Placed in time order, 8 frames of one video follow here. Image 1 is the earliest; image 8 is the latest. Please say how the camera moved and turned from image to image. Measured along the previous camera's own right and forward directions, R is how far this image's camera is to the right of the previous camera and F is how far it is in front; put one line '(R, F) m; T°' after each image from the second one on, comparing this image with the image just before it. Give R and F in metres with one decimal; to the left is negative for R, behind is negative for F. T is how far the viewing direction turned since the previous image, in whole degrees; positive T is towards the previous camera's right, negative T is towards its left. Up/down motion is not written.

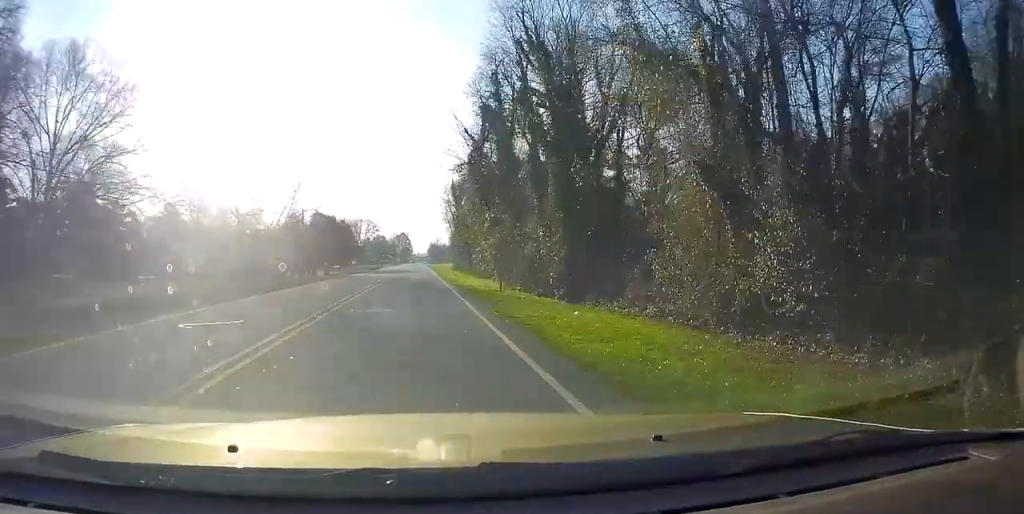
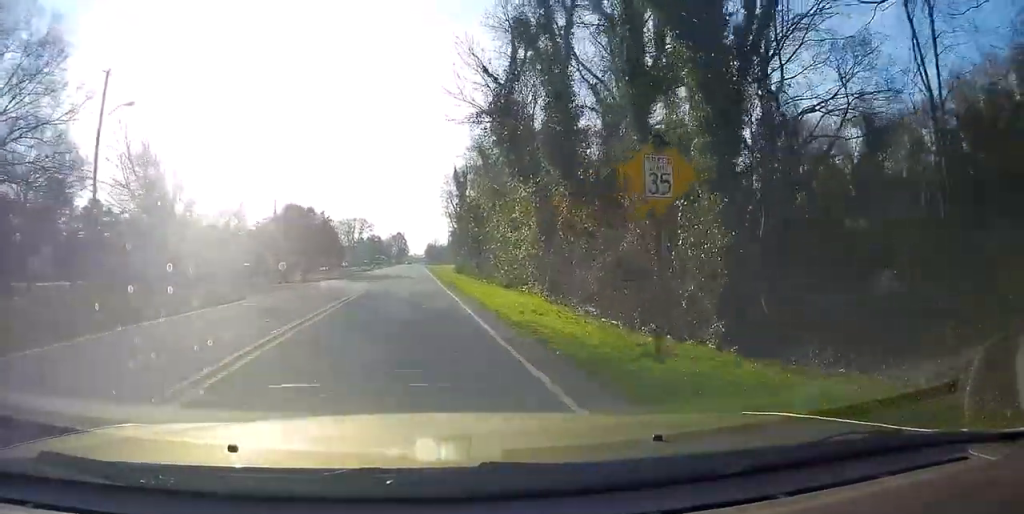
(-0.2, +16.4) m; 0°
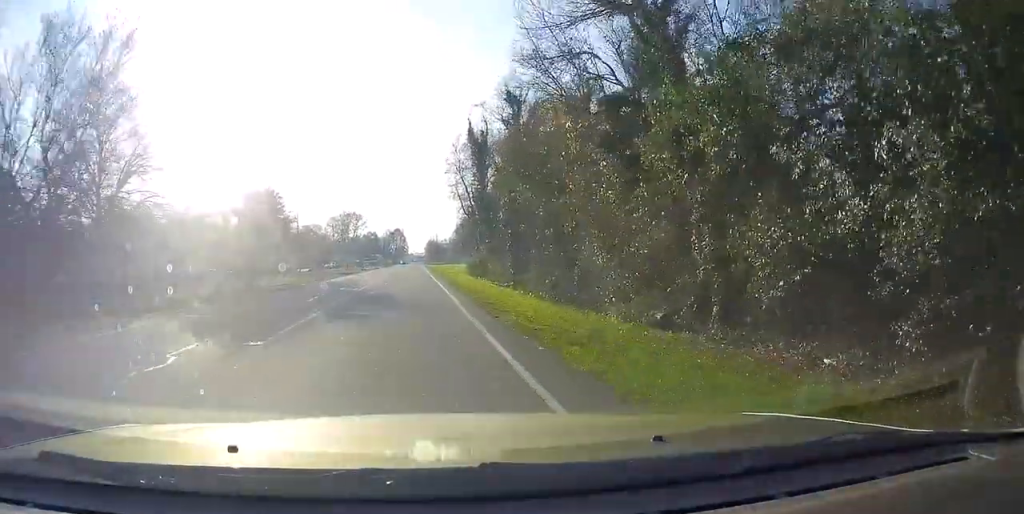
(+0.5, +26.4) m; +1°
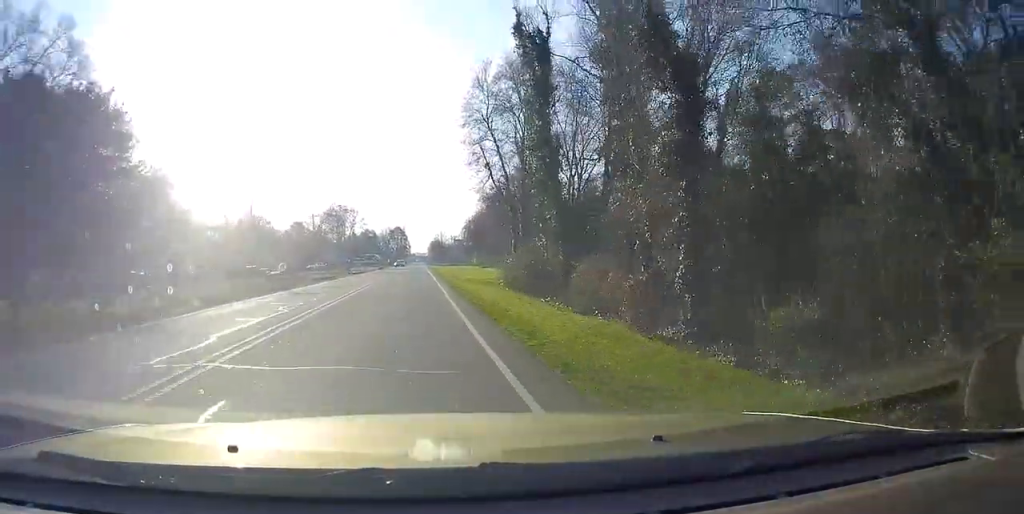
(-0.3, +27.4) m; -1°
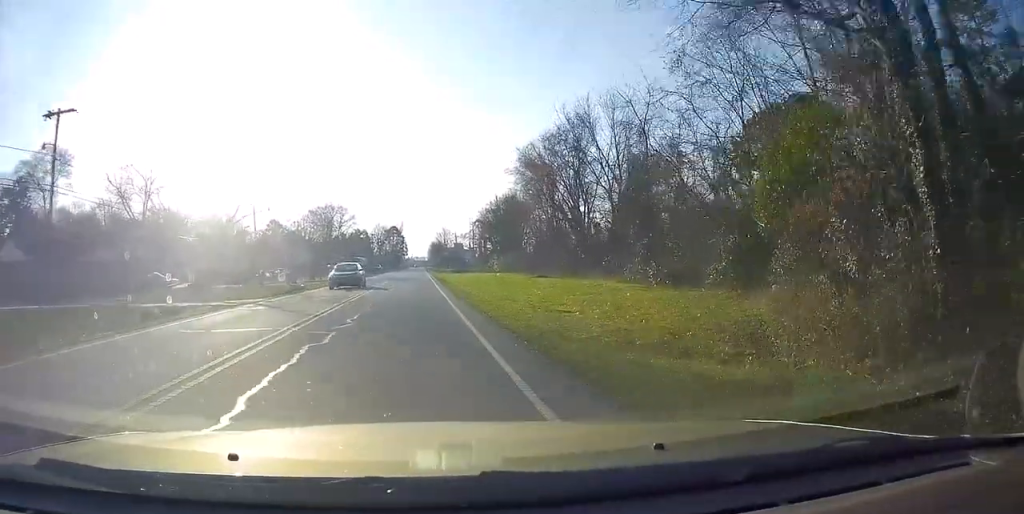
(+0.2, +38.8) m; +1°
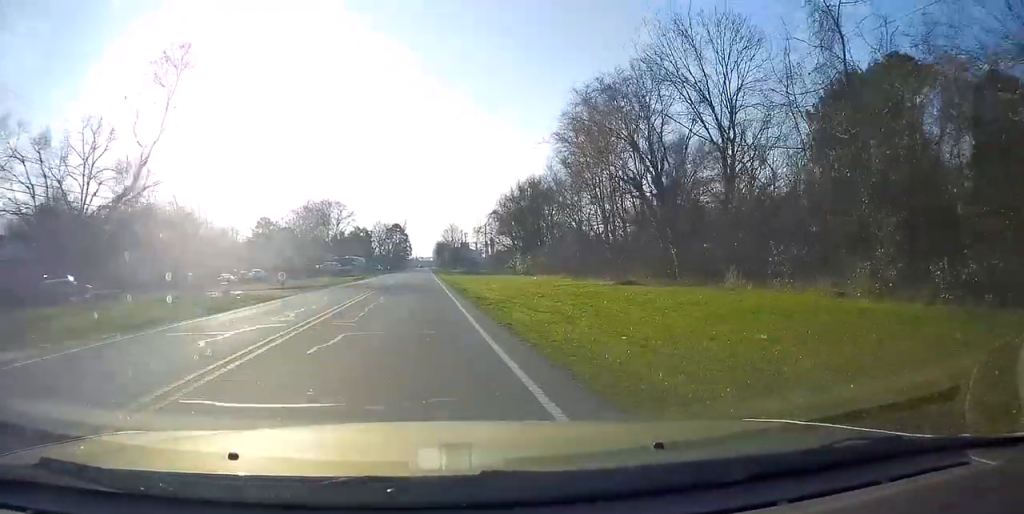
(-0.1, +19.5) m; 0°
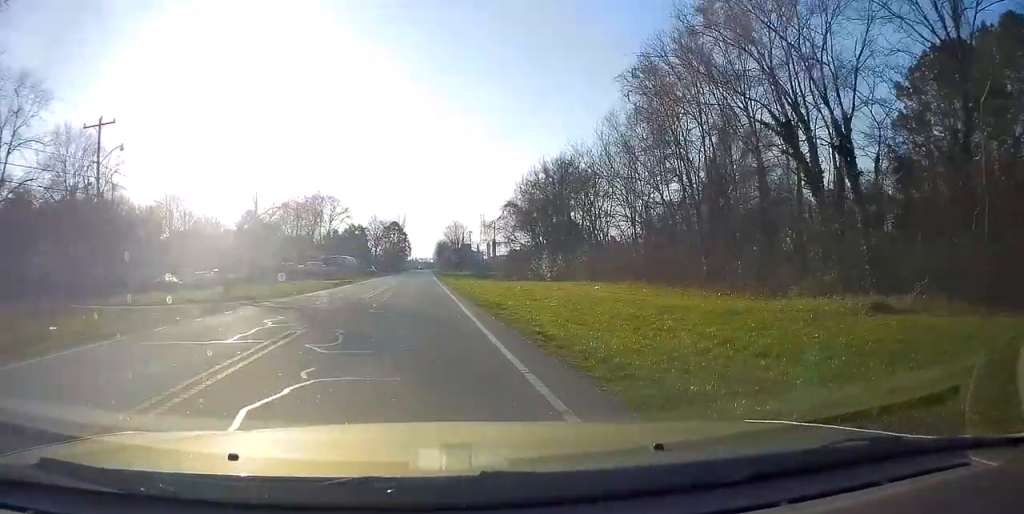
(0.0, +17.2) m; -1°
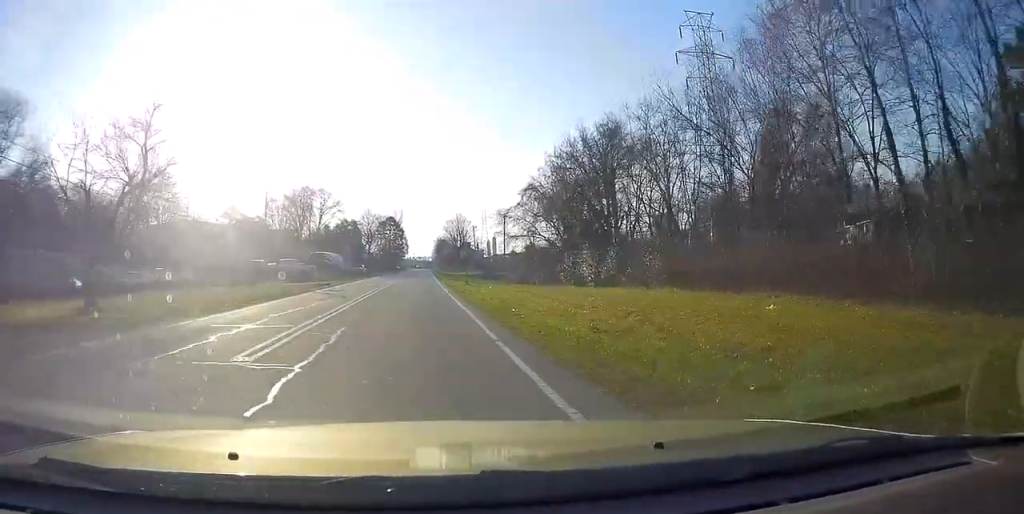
(-0.2, +16.1) m; 0°
